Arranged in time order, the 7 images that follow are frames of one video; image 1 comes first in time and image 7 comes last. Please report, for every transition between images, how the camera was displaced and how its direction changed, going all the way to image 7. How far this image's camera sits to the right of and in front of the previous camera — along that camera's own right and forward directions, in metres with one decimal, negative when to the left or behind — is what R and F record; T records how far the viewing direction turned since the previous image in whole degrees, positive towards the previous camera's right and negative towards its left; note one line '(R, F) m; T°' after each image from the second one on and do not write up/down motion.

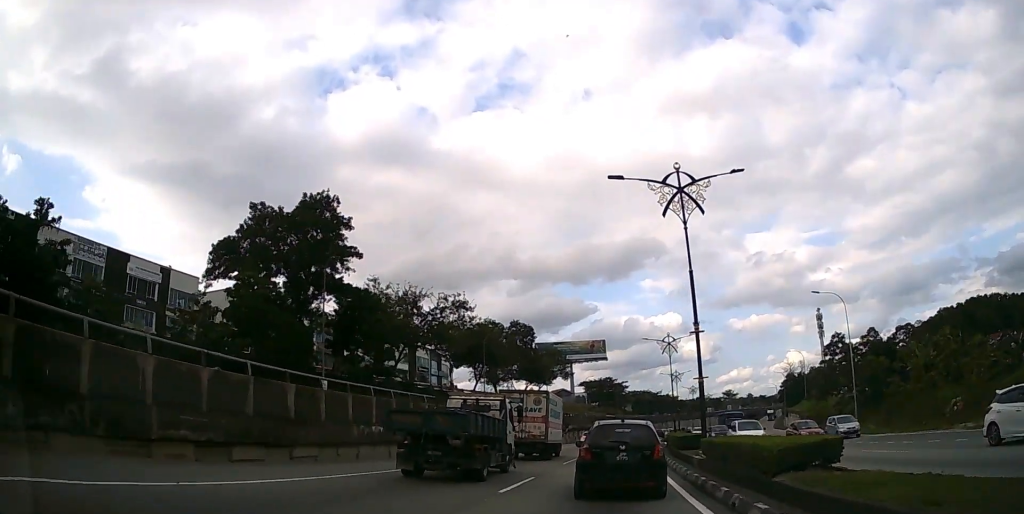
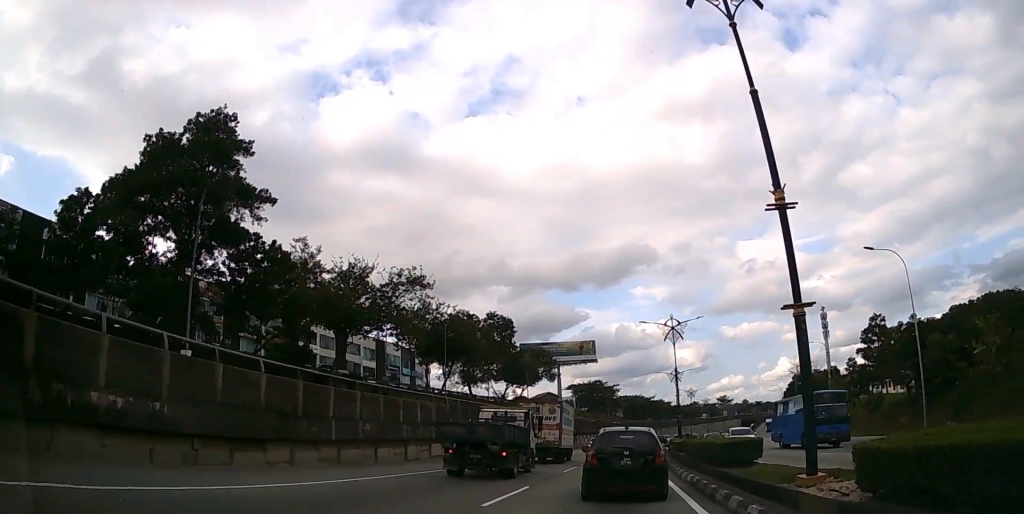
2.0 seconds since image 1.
(+0.1, +13.7) m; +1°
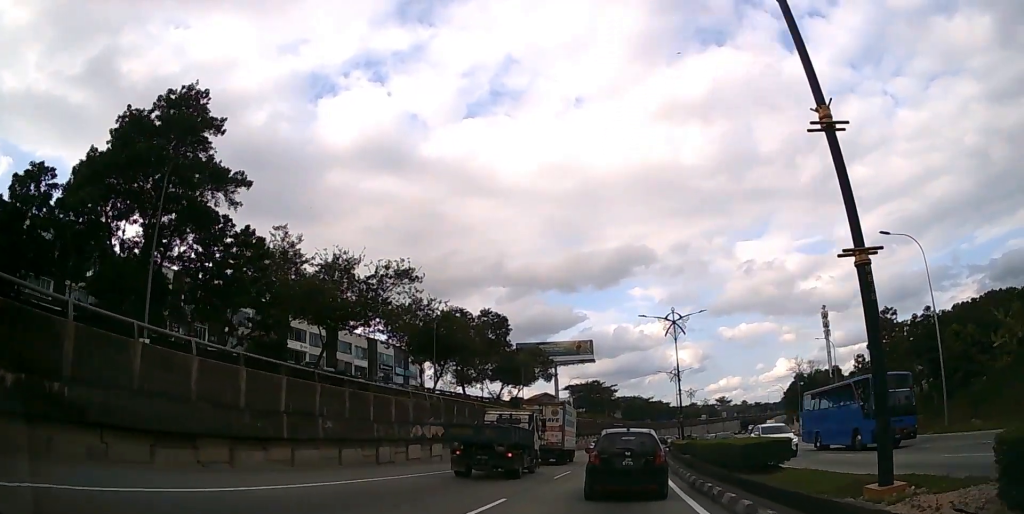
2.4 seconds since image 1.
(0.0, +2.9) m; 0°
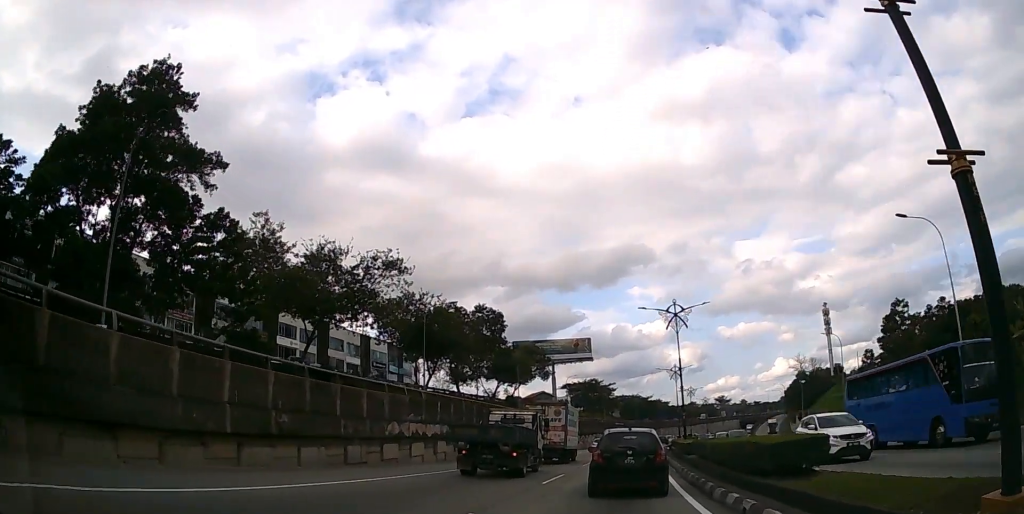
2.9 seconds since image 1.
(0.0, +3.0) m; 0°
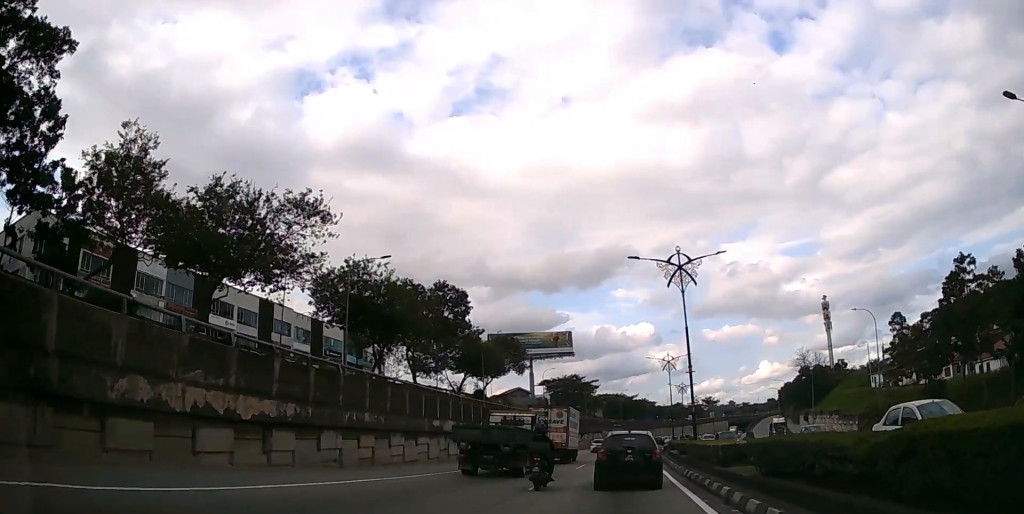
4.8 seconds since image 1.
(+0.1, +13.5) m; +1°
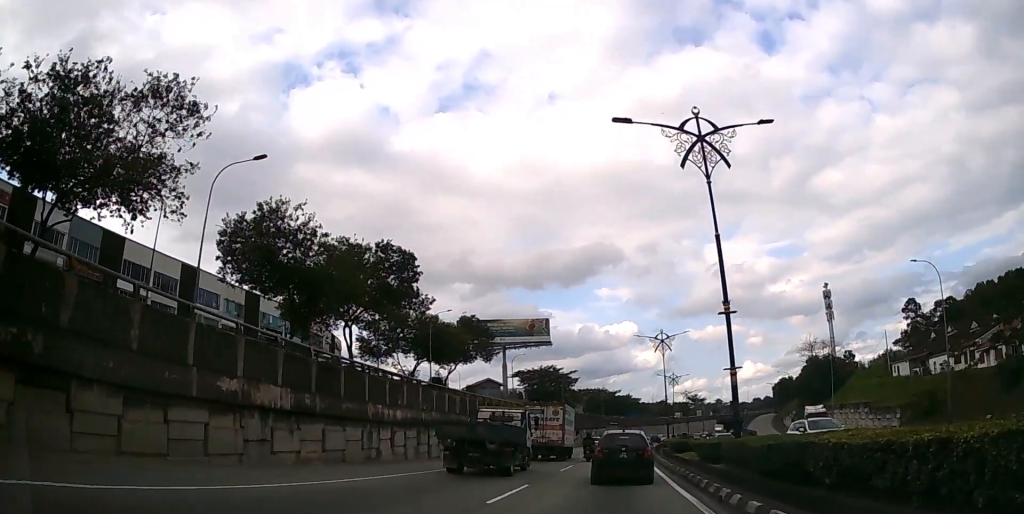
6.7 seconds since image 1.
(+0.4, +15.2) m; +3°
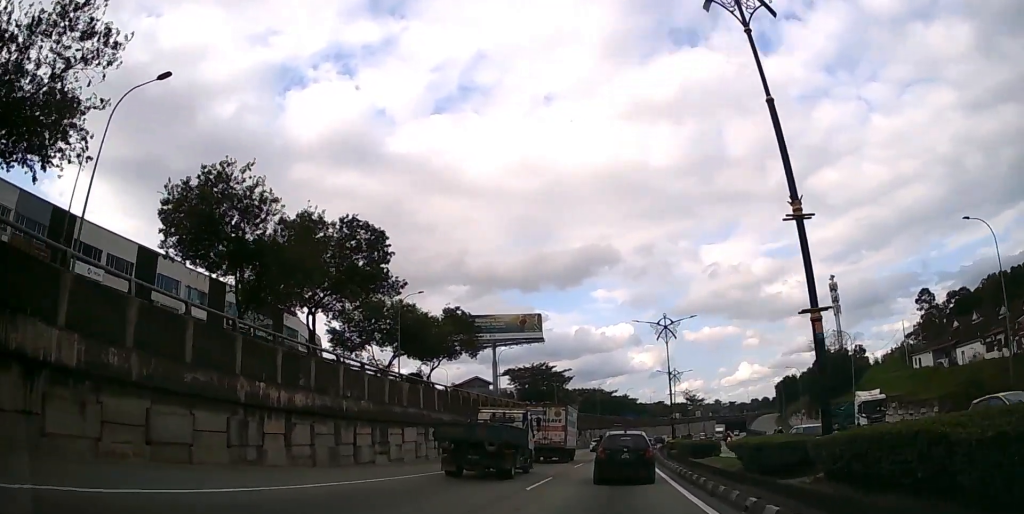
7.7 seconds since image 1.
(+0.1, +8.1) m; +1°
